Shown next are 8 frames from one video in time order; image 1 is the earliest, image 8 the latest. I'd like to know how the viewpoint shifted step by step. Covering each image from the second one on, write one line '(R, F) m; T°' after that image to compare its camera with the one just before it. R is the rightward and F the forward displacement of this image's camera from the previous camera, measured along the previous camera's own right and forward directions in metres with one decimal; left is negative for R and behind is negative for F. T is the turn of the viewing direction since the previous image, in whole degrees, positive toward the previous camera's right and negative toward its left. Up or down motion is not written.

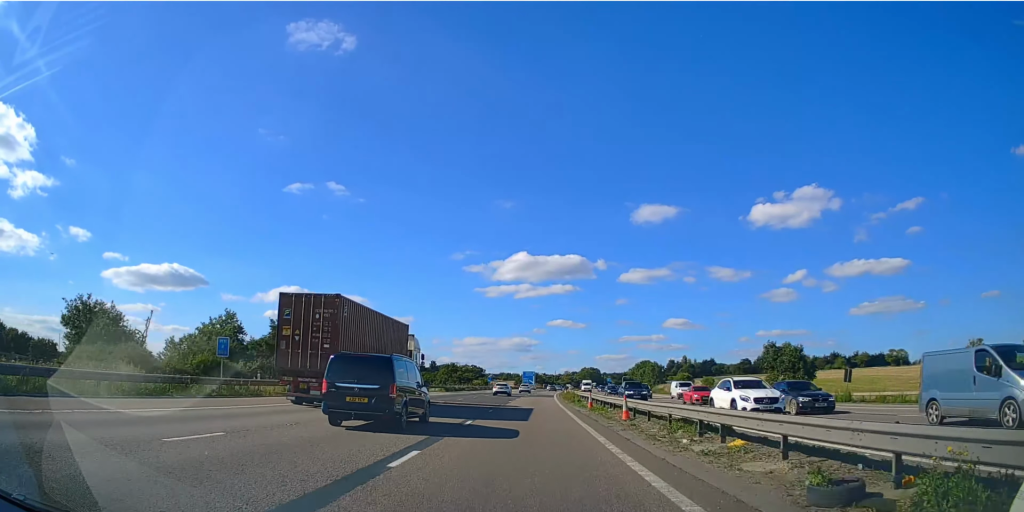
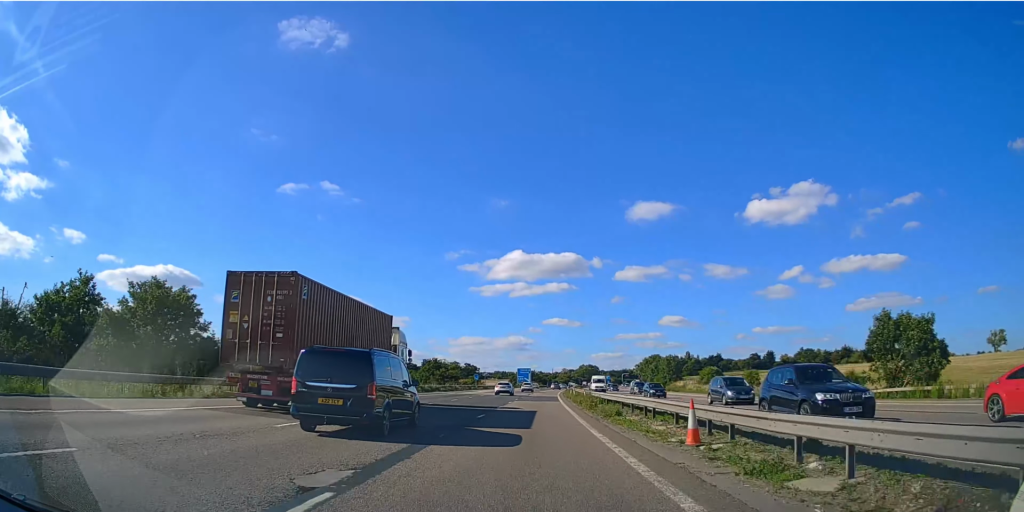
(+0.1, +23.4) m; +1°
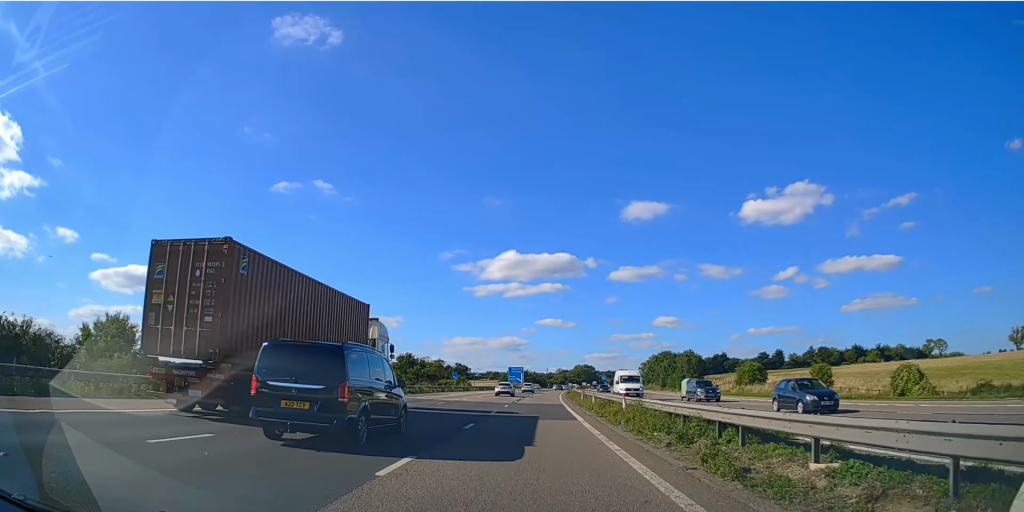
(+0.1, +23.5) m; +1°
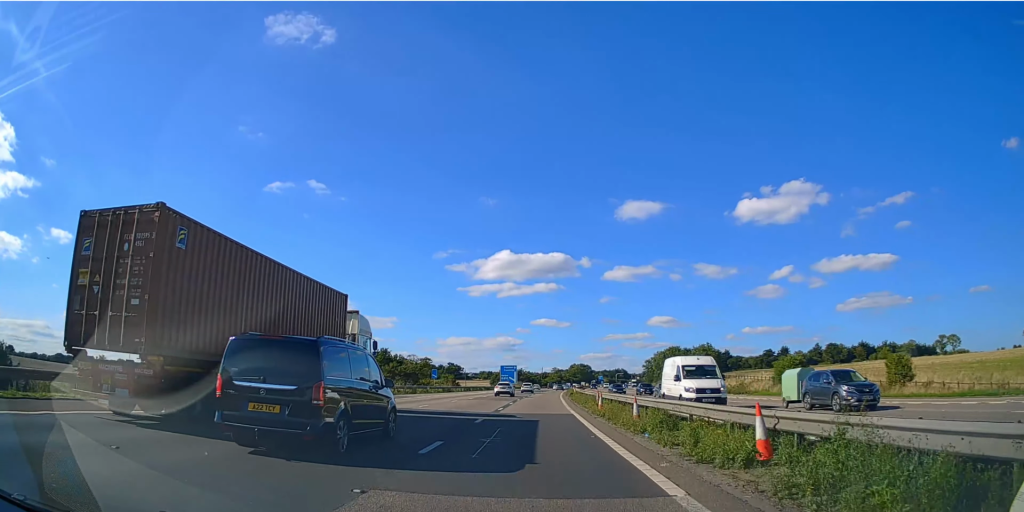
(+0.1, +15.8) m; 0°
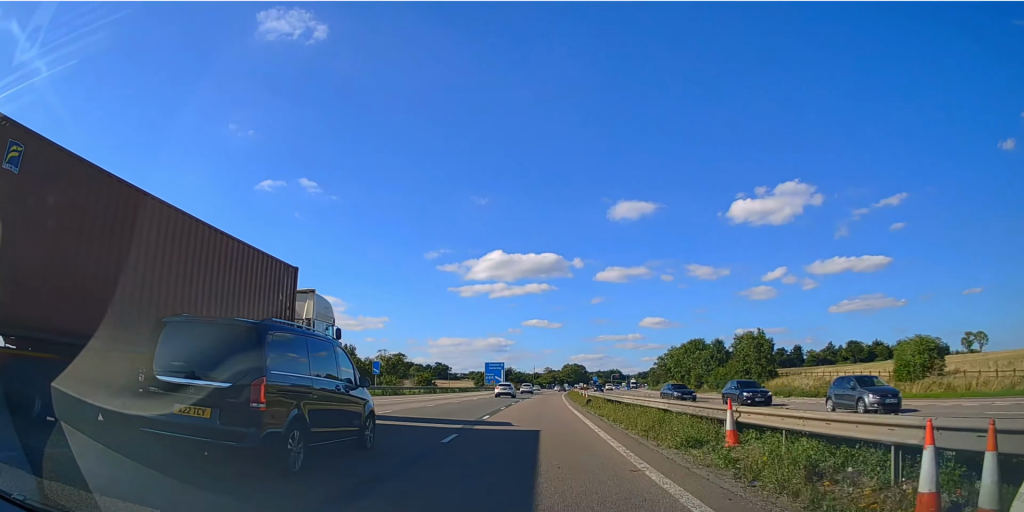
(+0.1, +27.0) m; +1°
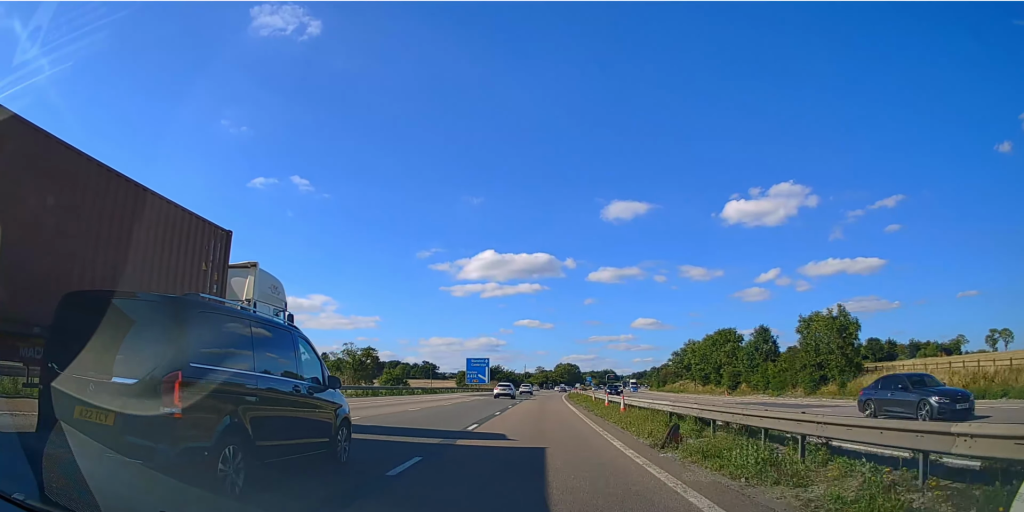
(+0.1, +24.4) m; +1°
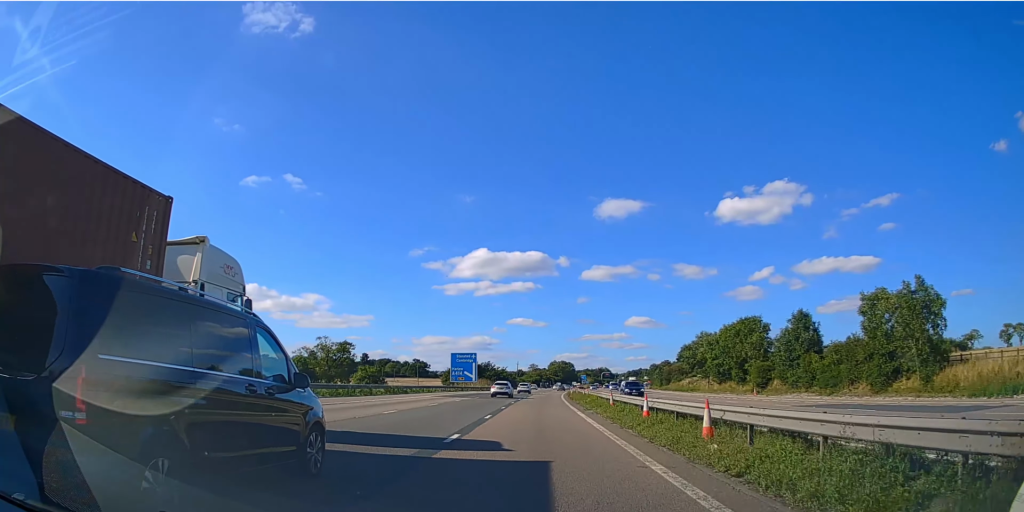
(+0.1, +14.6) m; +1°
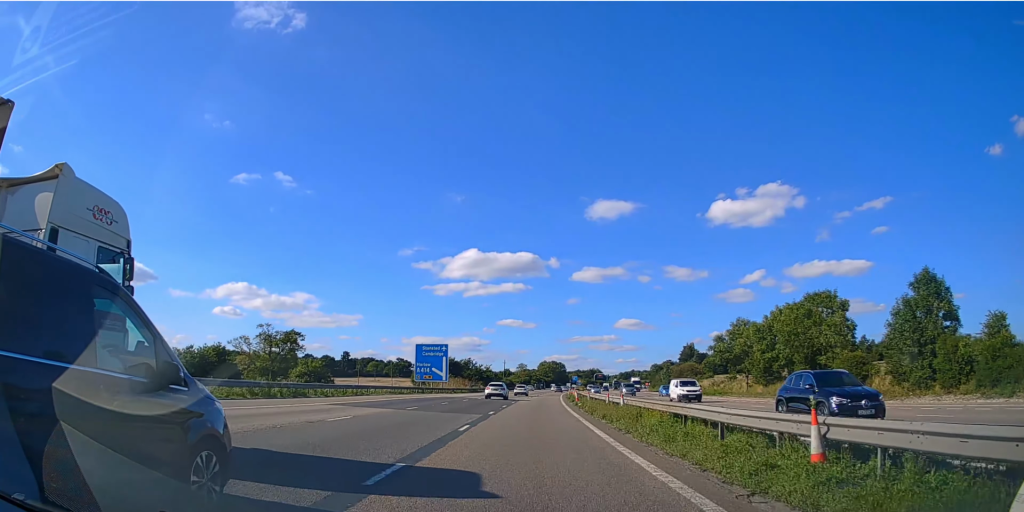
(+0.3, +26.7) m; +1°
